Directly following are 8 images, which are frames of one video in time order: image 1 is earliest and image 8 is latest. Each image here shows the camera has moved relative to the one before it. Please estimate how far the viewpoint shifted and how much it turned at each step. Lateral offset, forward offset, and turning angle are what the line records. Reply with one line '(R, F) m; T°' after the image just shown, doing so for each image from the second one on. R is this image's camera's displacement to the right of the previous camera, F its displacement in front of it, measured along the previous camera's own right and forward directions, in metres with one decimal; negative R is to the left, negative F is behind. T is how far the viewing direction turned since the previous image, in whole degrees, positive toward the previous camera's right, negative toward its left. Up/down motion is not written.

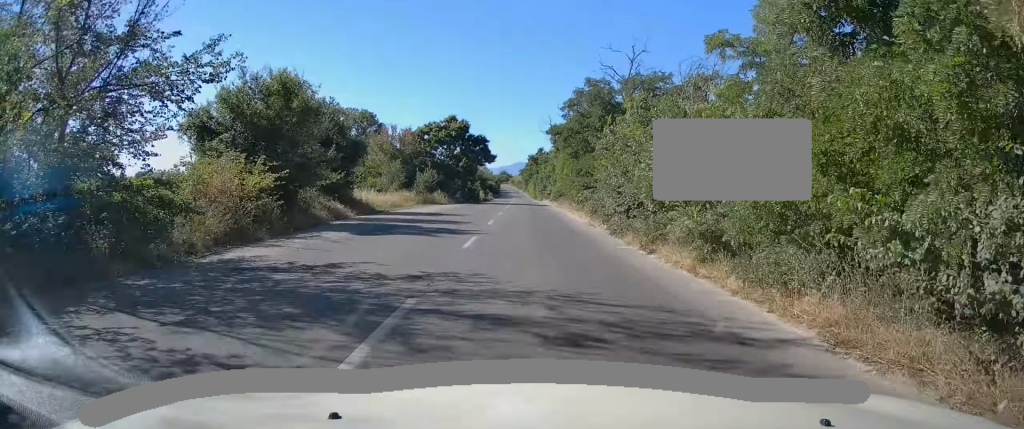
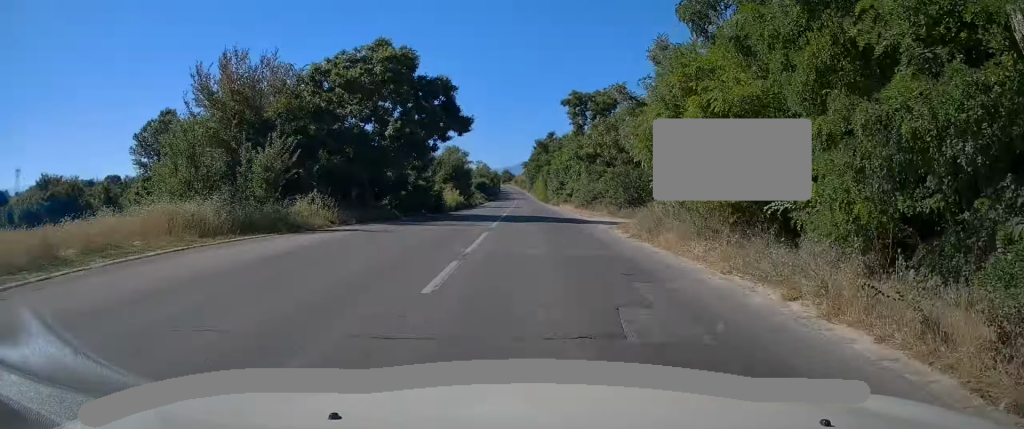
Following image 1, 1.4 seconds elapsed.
(+0.3, +32.9) m; 0°
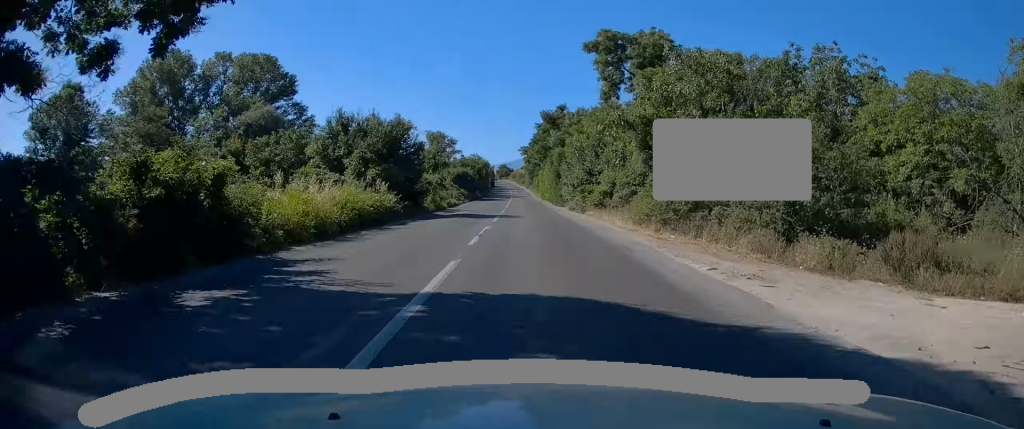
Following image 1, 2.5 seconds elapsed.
(-0.3, +25.2) m; -1°
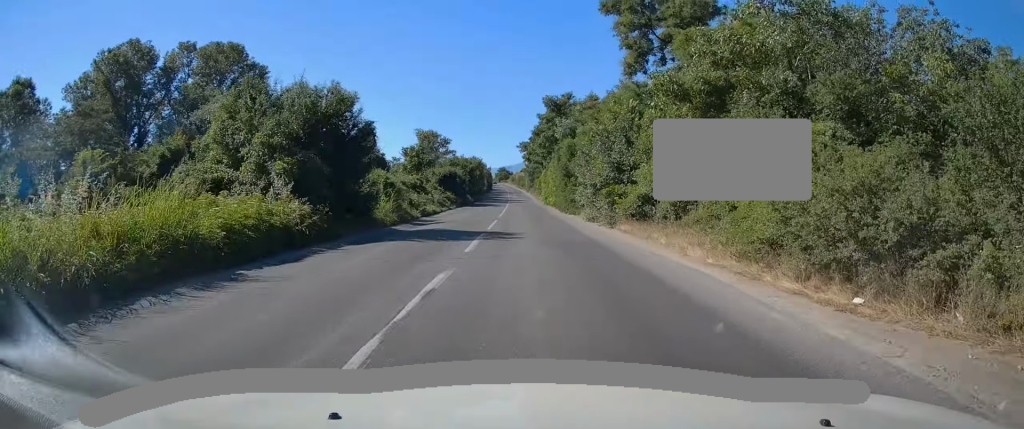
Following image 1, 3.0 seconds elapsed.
(0.0, +9.9) m; 0°
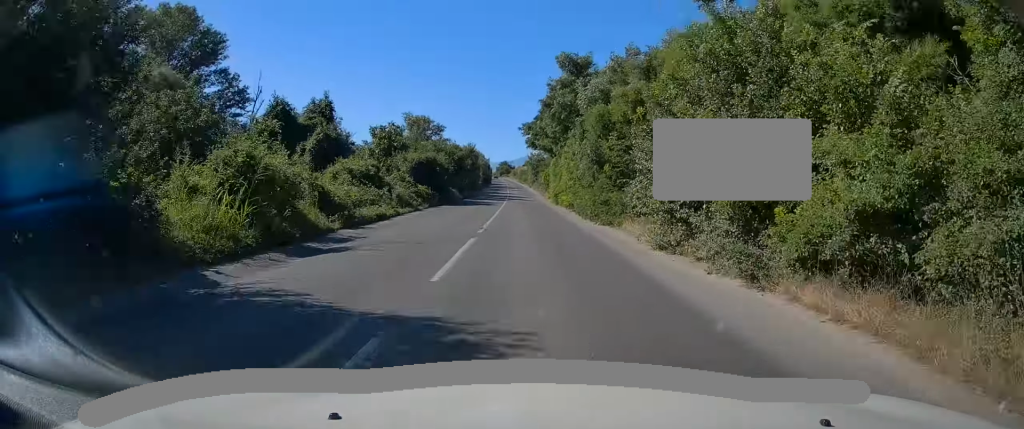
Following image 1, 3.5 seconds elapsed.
(0.0, +13.0) m; 0°
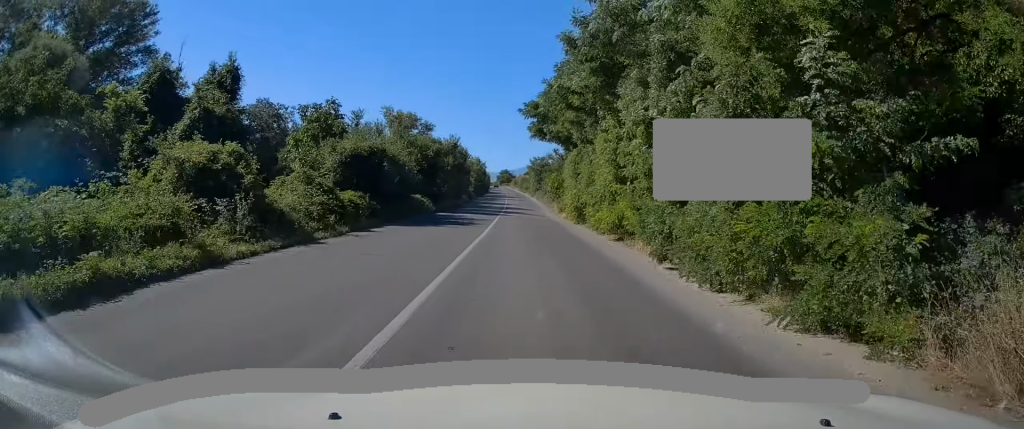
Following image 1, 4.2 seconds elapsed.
(+0.1, +14.6) m; 0°
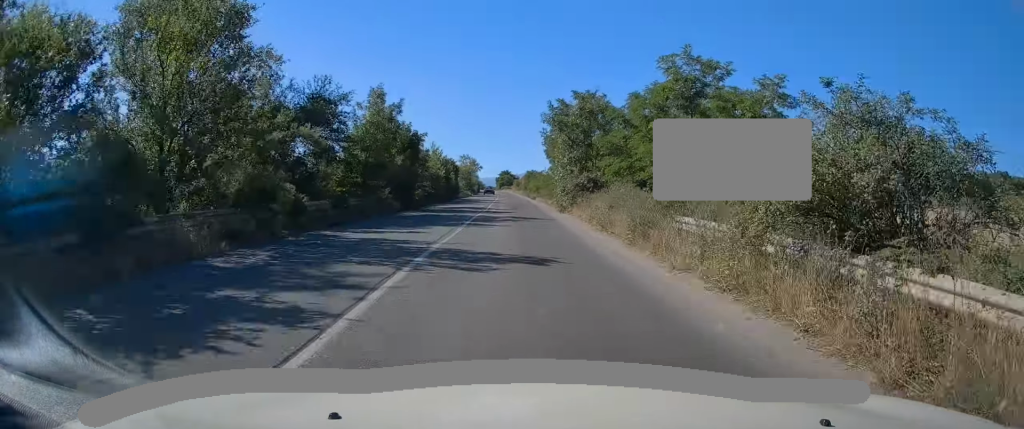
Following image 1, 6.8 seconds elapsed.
(-0.4, +62.0) m; -1°
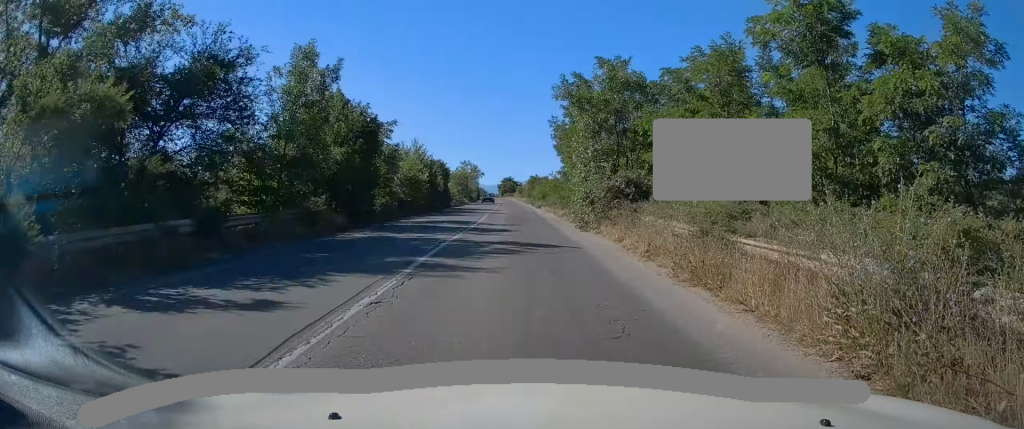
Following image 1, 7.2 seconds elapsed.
(-0.1, +9.3) m; 0°
